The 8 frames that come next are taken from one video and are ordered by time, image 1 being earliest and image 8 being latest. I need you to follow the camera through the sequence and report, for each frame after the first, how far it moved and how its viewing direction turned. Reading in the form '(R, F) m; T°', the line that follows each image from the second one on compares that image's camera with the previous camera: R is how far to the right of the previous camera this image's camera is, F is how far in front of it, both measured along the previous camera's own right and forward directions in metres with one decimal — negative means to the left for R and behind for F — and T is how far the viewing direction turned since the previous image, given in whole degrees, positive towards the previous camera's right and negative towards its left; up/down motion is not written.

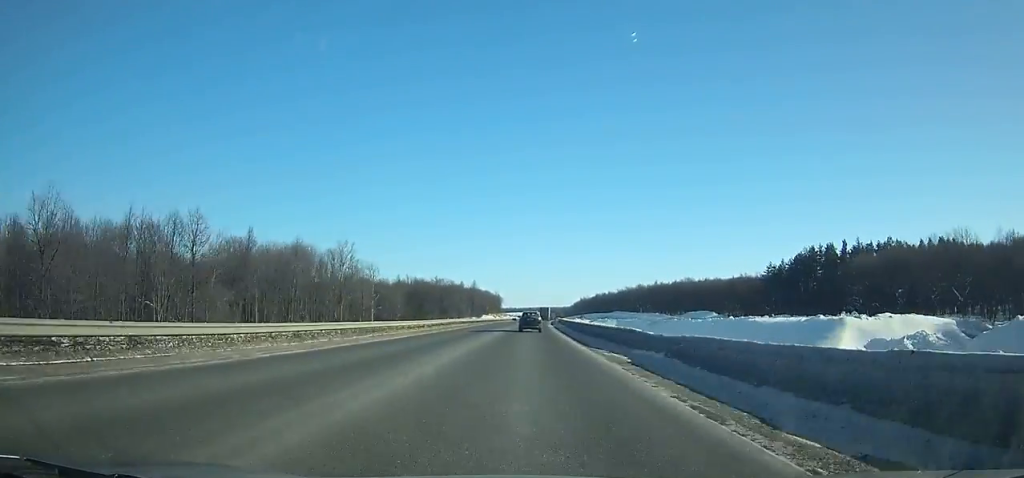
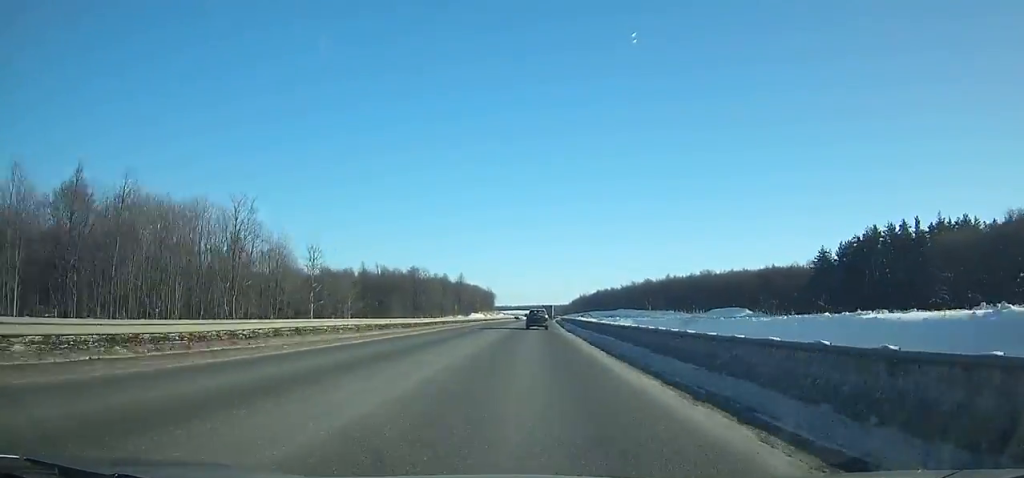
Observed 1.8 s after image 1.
(+0.3, +42.3) m; +1°
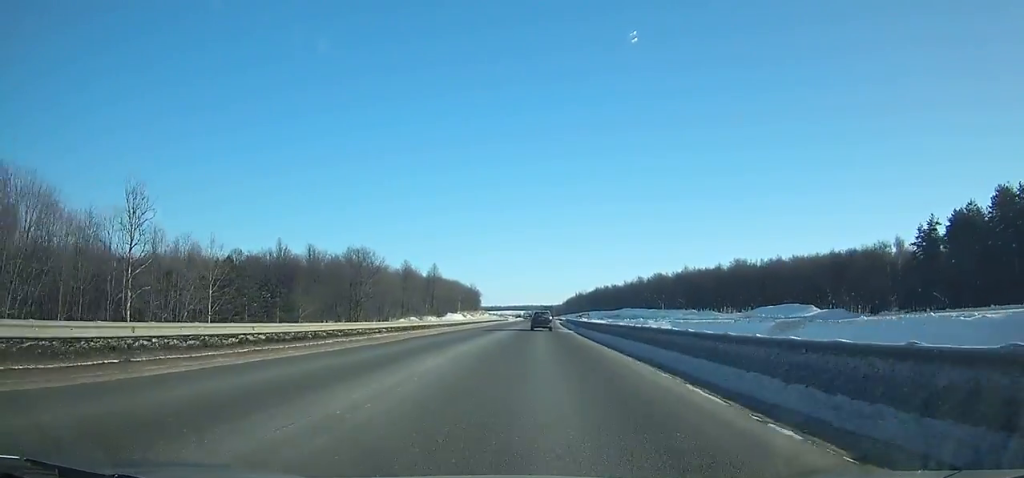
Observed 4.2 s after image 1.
(+0.2, +57.7) m; +1°
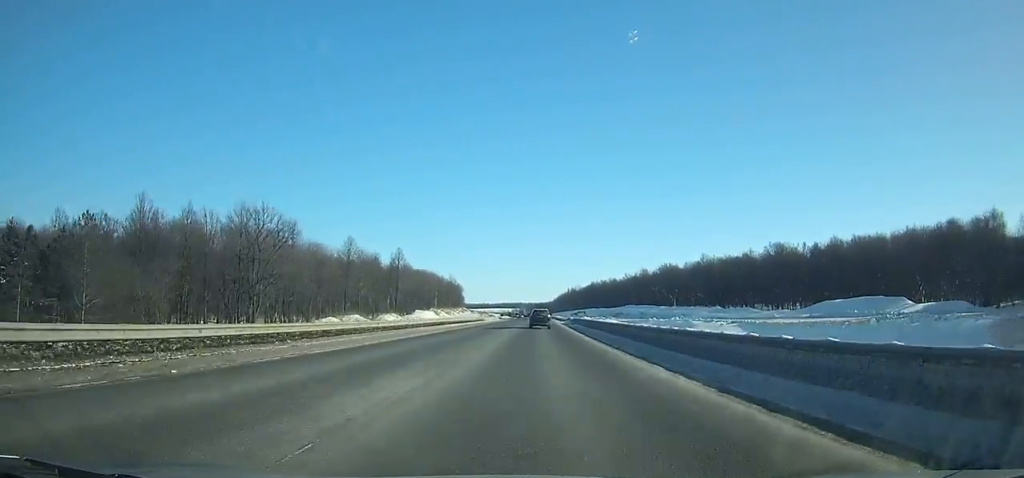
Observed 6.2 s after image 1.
(+0.6, +47.0) m; +1°
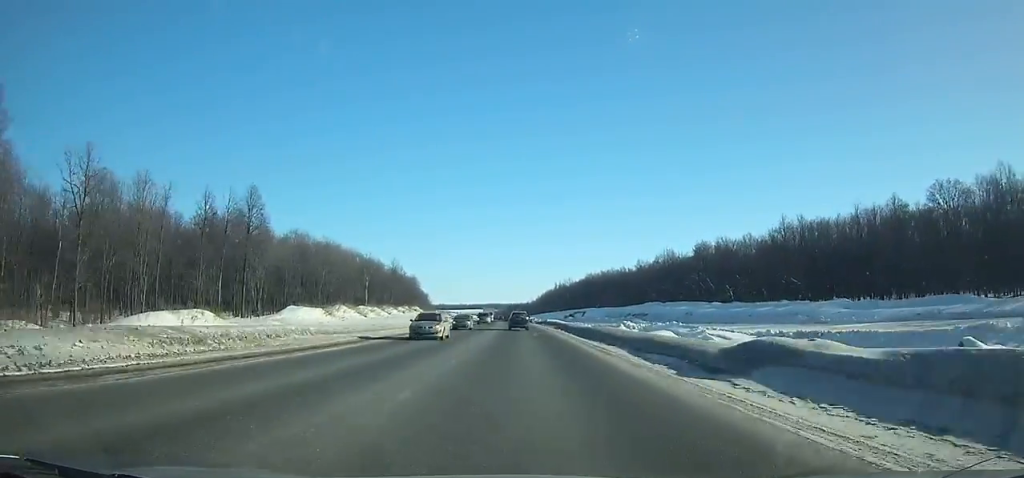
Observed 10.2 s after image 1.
(+1.6, +90.7) m; +1°
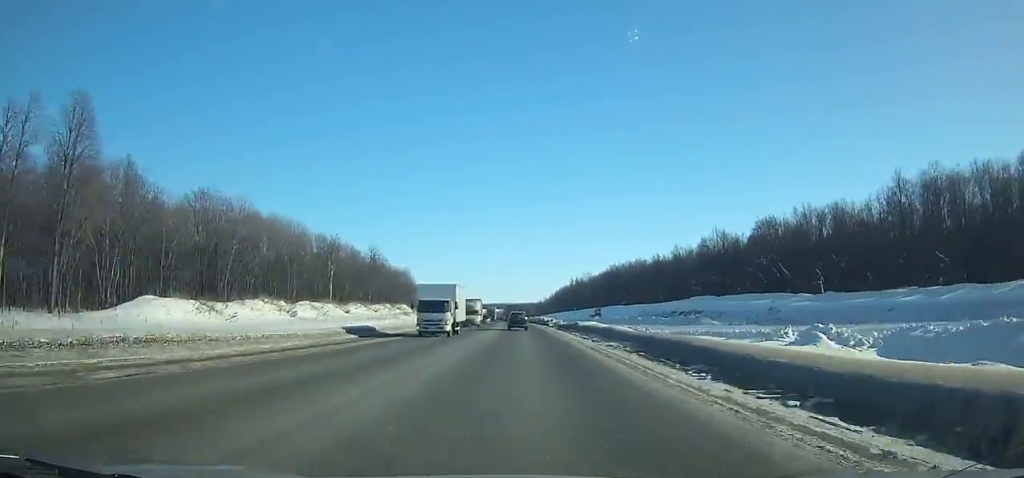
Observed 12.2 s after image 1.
(-0.3, +43.2) m; -1°
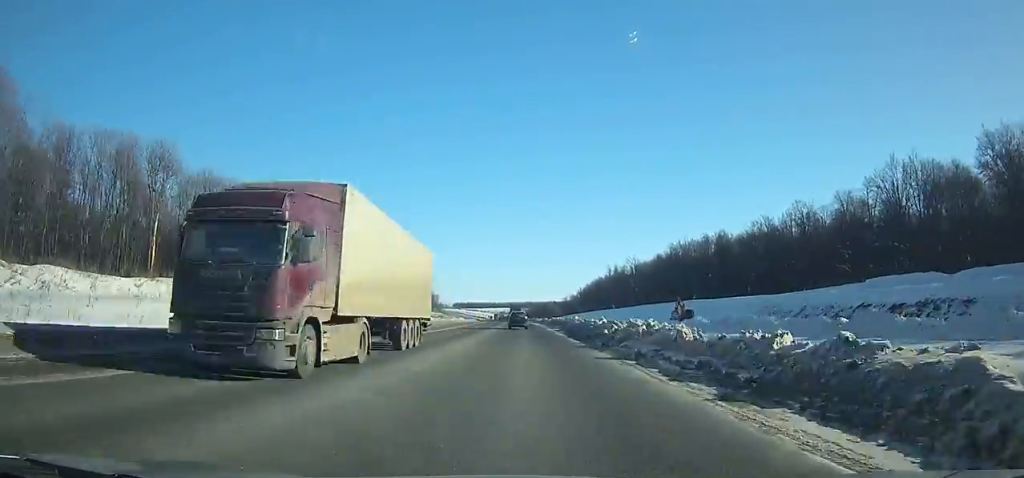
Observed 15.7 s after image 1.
(-0.9, +74.8) m; -2°
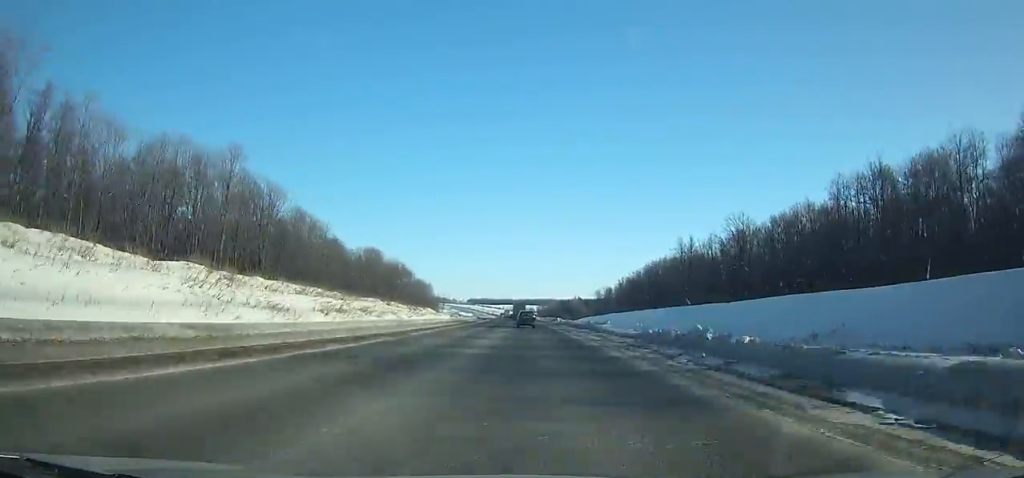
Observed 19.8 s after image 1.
(-1.4, +94.2) m; -2°
